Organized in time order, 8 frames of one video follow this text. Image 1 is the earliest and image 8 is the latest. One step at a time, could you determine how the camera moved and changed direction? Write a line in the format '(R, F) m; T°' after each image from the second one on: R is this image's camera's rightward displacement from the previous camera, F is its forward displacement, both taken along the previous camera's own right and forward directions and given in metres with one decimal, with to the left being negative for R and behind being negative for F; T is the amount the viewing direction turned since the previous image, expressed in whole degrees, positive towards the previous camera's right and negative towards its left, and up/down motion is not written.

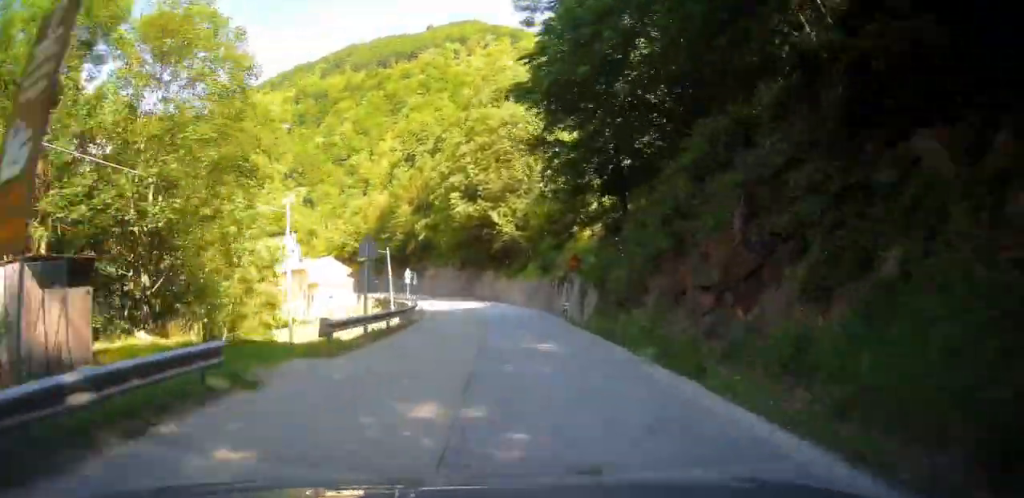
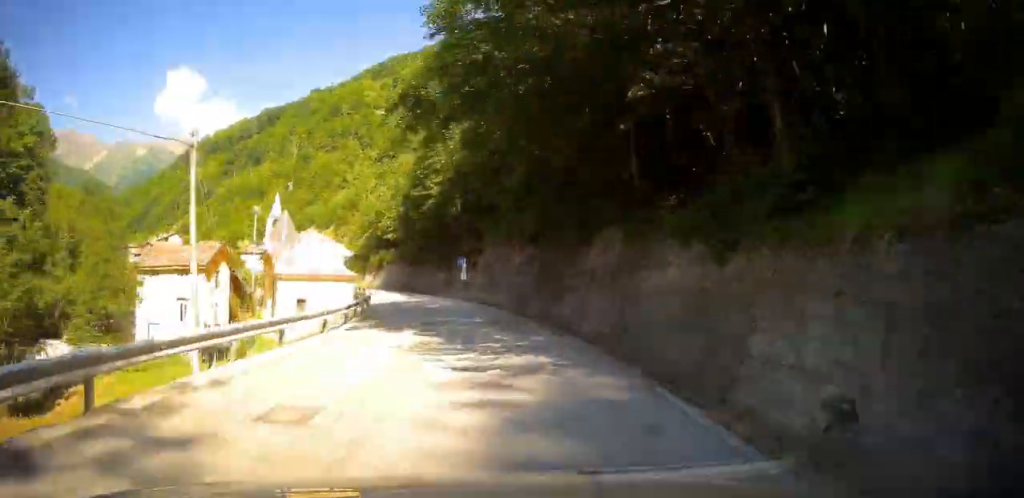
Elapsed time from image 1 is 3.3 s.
(-2.1, +36.4) m; -12°
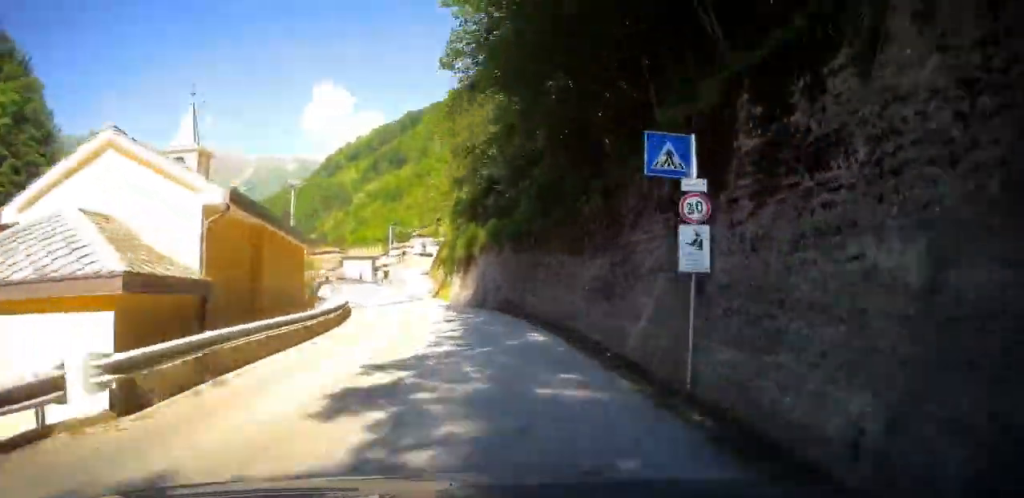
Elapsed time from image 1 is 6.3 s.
(-2.6, +35.4) m; -11°
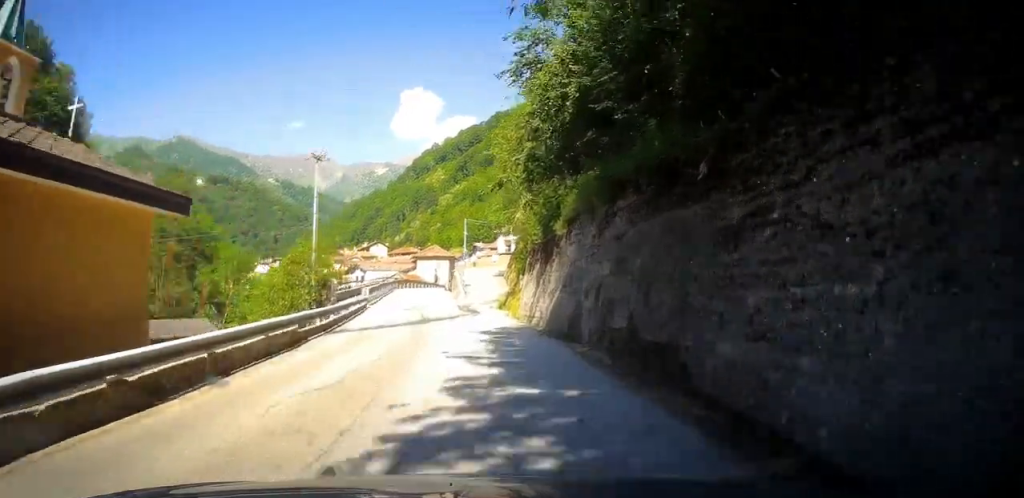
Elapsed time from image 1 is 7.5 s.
(-0.8, +15.4) m; -8°
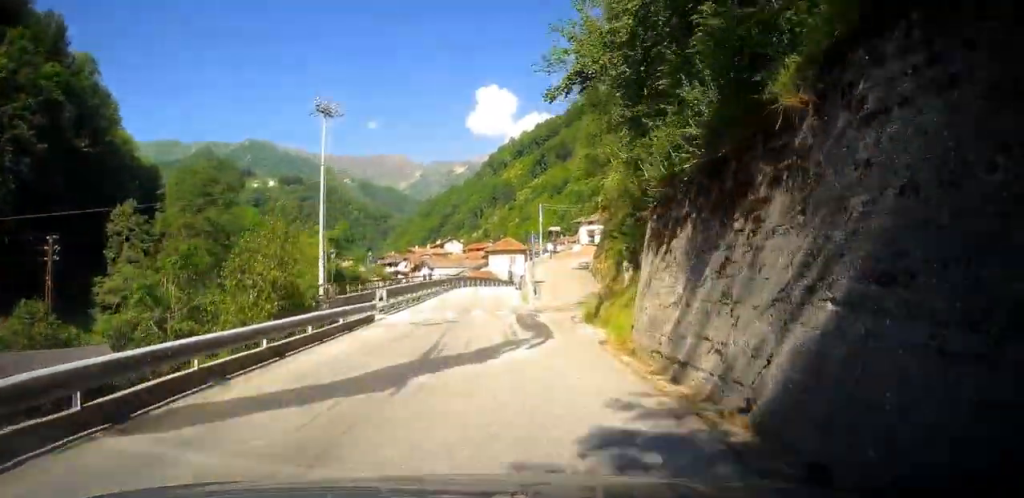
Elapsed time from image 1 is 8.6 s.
(-1.2, +12.7) m; -5°
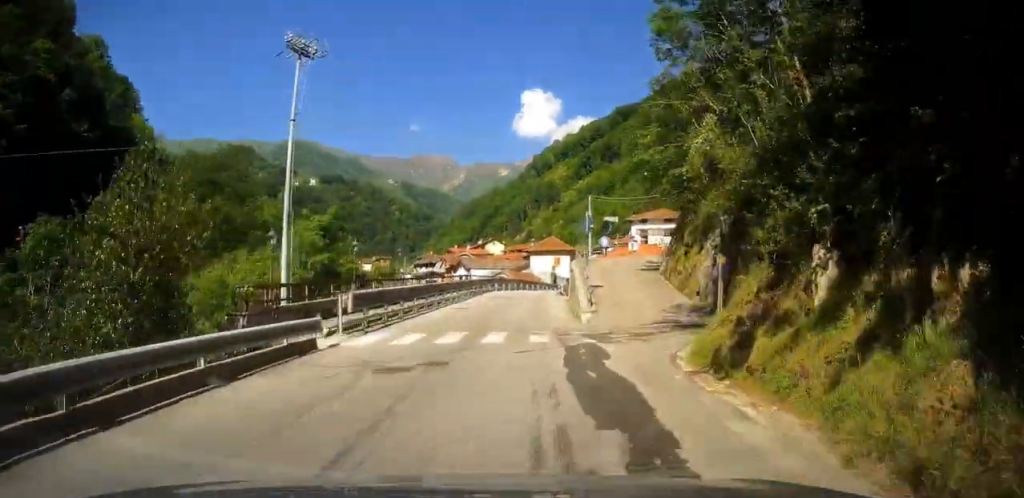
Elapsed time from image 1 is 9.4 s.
(-0.7, +9.6) m; -3°
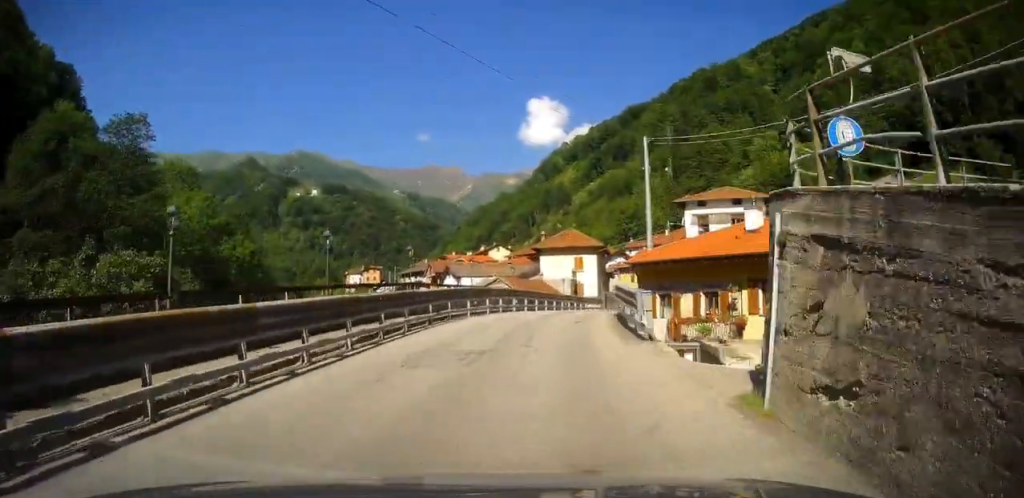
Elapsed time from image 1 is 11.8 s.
(-0.9, +27.9) m; +4°
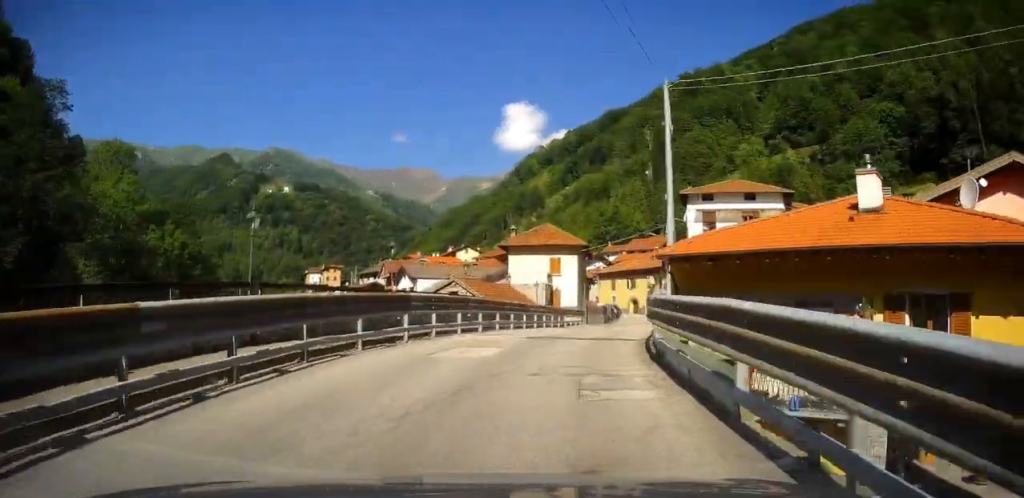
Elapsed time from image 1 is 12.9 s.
(+1.3, +11.5) m; +7°
